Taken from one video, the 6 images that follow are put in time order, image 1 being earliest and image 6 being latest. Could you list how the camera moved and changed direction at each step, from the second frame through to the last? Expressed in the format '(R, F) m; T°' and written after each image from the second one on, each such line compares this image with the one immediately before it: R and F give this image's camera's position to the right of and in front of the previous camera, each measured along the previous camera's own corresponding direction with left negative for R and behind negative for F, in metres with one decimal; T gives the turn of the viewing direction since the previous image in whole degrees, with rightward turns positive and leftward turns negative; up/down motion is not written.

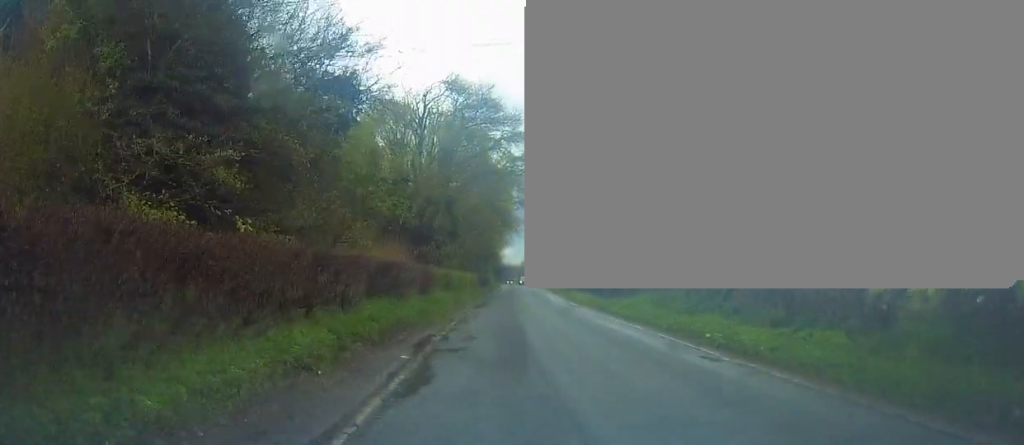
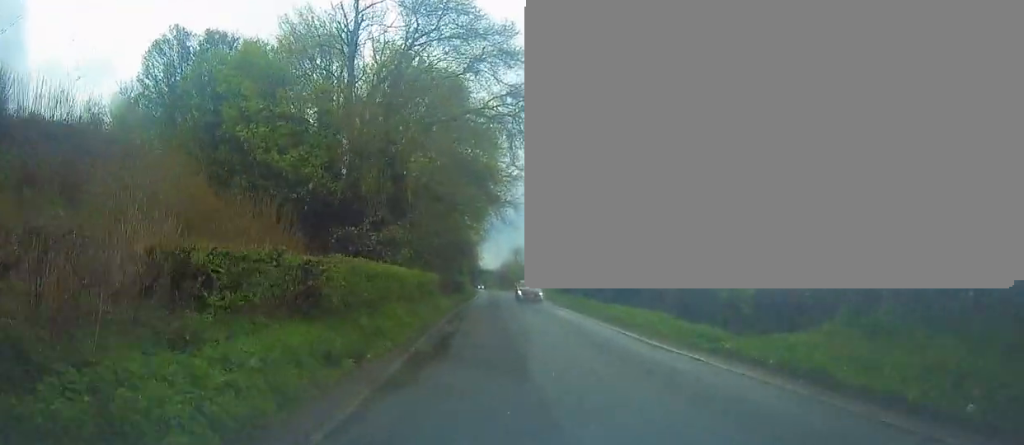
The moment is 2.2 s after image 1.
(+0.8, +20.3) m; +3°
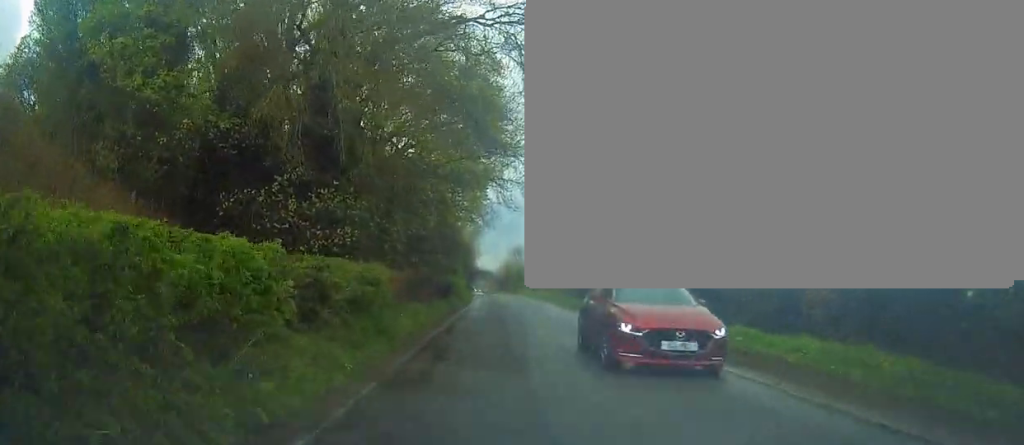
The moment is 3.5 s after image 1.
(0.0, +12.4) m; -1°
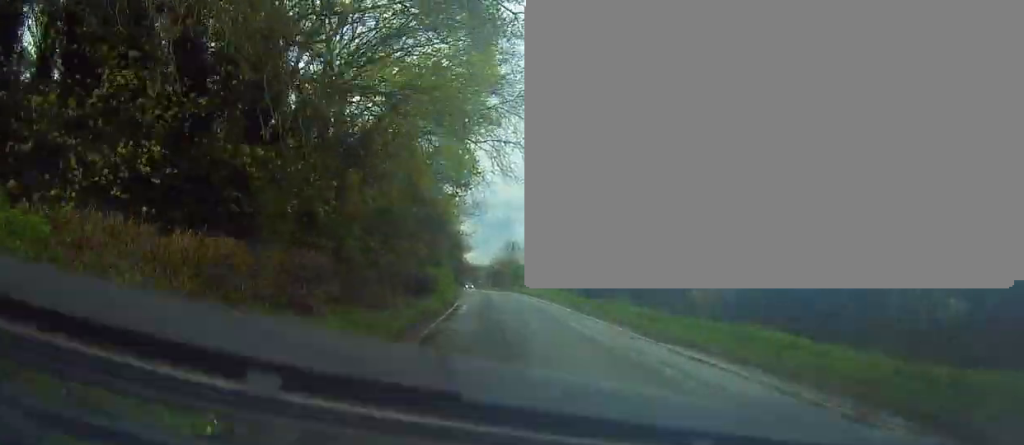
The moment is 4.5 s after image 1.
(0.0, +10.5) m; +1°
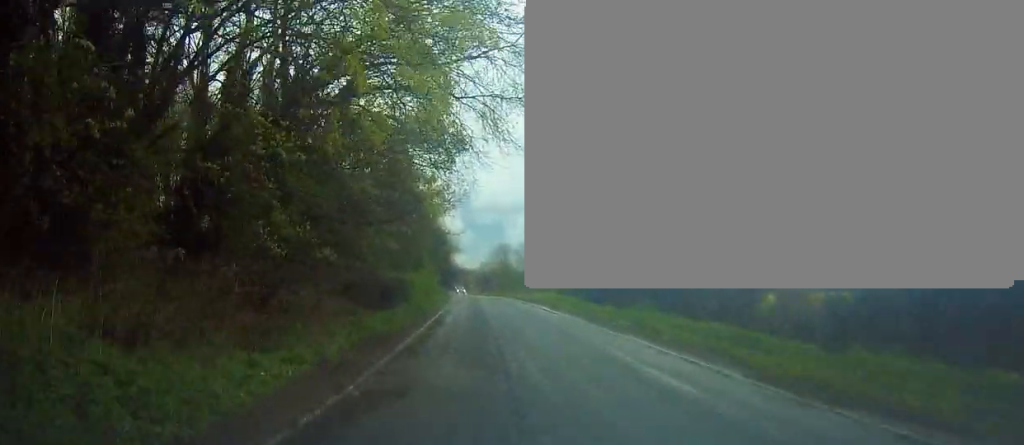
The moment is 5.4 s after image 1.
(+0.1, +8.3) m; 0°
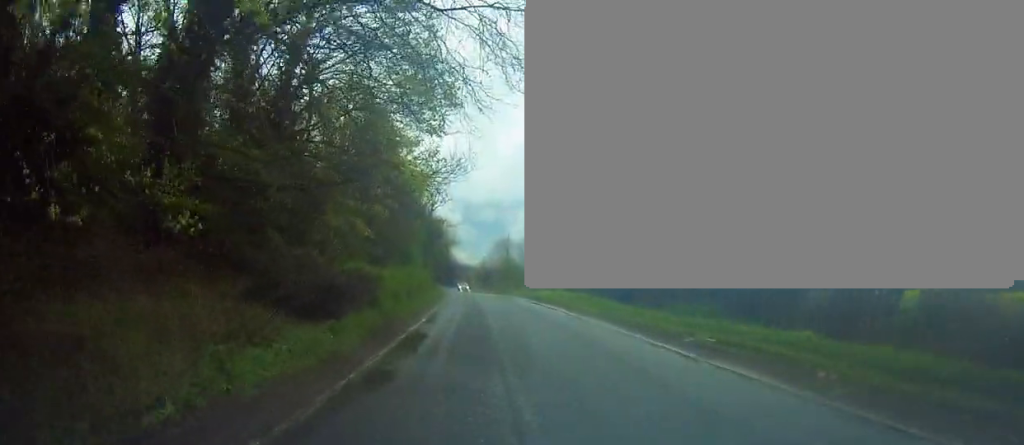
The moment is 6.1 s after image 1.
(0.0, +7.7) m; -1°
